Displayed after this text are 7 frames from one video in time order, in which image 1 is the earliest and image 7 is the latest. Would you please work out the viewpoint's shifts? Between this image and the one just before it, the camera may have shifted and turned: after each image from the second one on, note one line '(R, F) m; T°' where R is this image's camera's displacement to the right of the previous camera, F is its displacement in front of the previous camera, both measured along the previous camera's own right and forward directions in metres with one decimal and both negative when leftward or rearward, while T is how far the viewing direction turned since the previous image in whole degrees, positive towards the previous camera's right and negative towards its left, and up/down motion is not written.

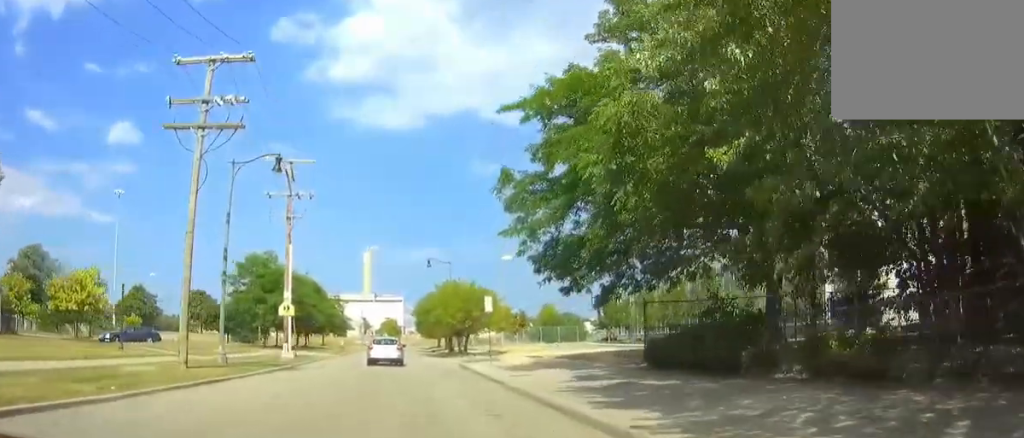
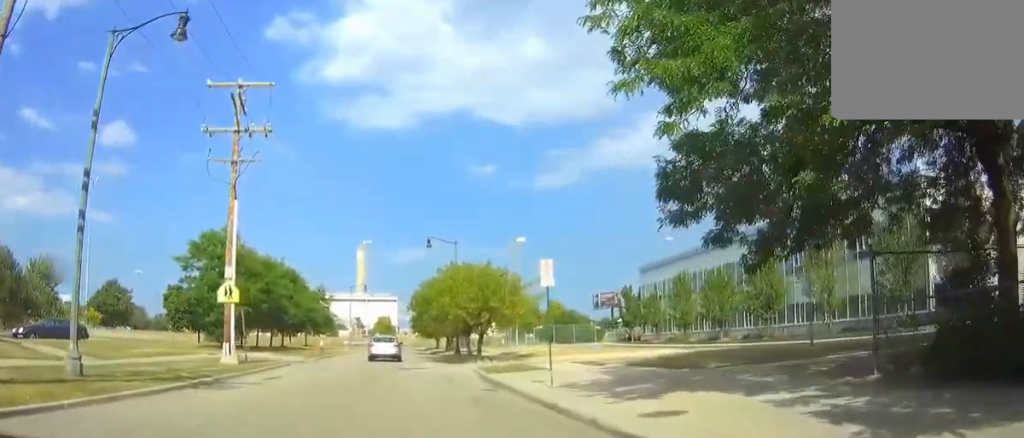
(+0.2, +13.2) m; 0°
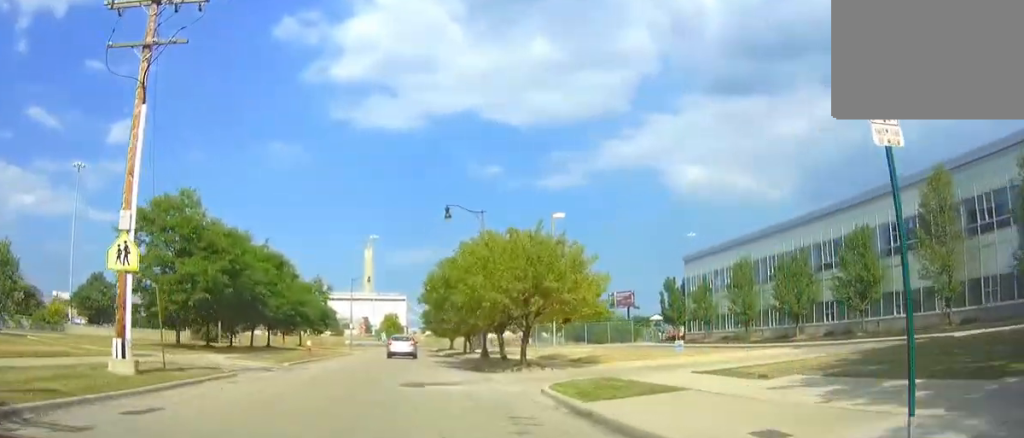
(-0.2, +12.6) m; 0°
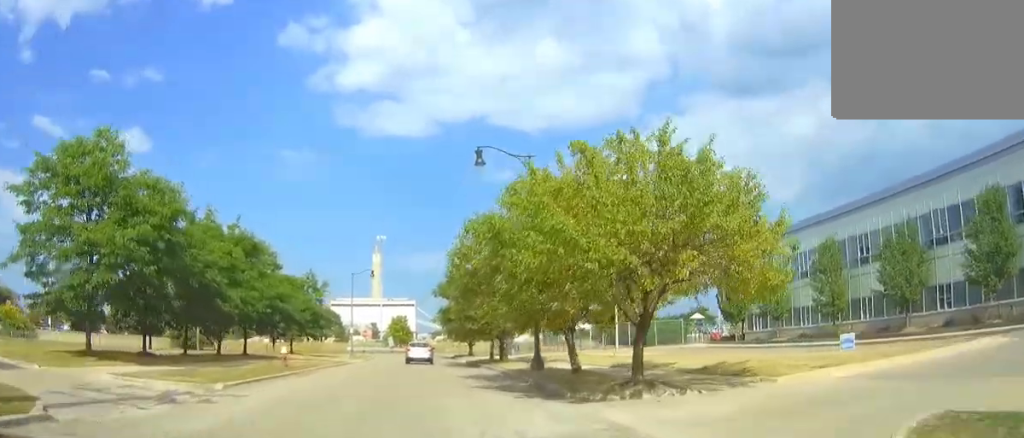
(+0.4, +12.4) m; +3°
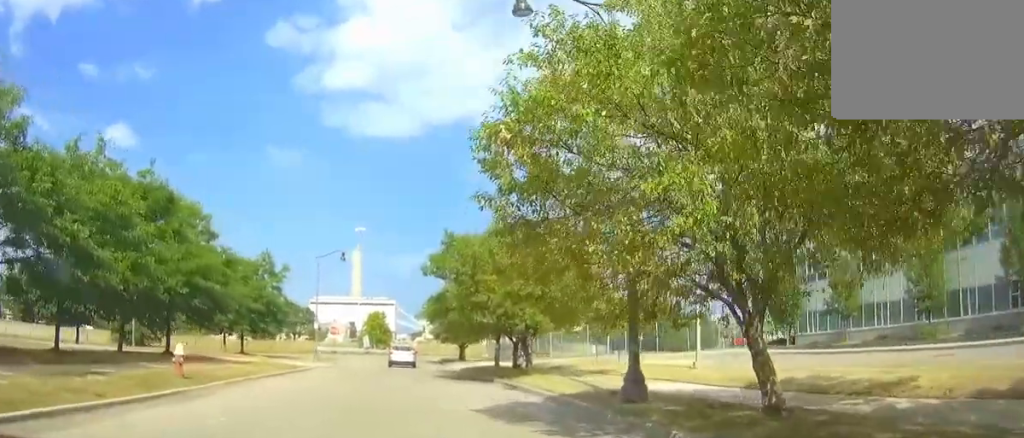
(+0.3, +12.8) m; +2°
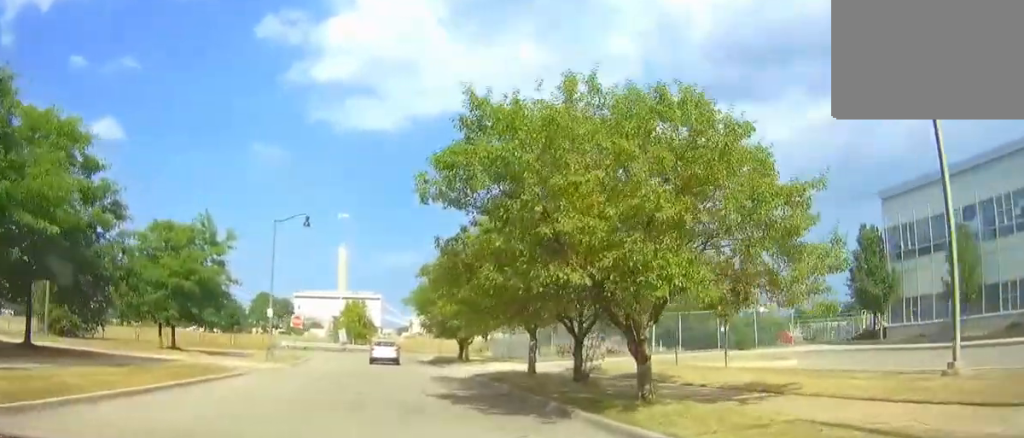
(+0.3, +13.7) m; 0°
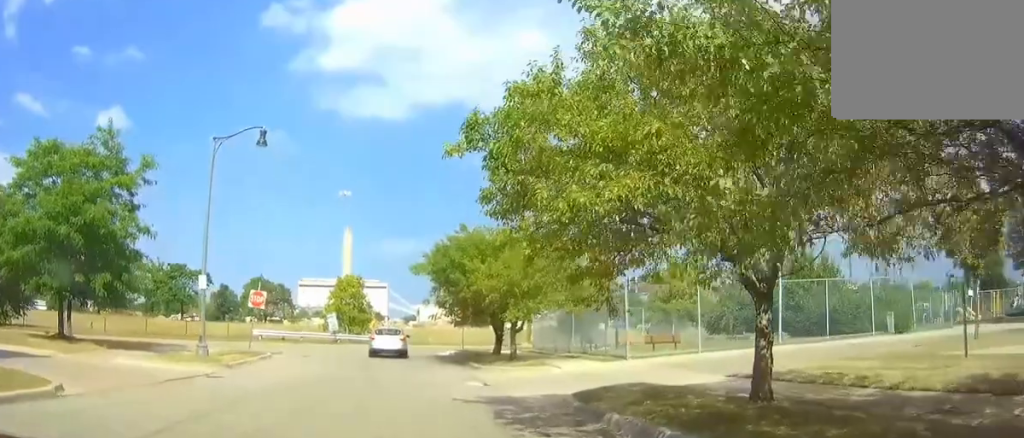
(-0.5, +15.1) m; -2°
